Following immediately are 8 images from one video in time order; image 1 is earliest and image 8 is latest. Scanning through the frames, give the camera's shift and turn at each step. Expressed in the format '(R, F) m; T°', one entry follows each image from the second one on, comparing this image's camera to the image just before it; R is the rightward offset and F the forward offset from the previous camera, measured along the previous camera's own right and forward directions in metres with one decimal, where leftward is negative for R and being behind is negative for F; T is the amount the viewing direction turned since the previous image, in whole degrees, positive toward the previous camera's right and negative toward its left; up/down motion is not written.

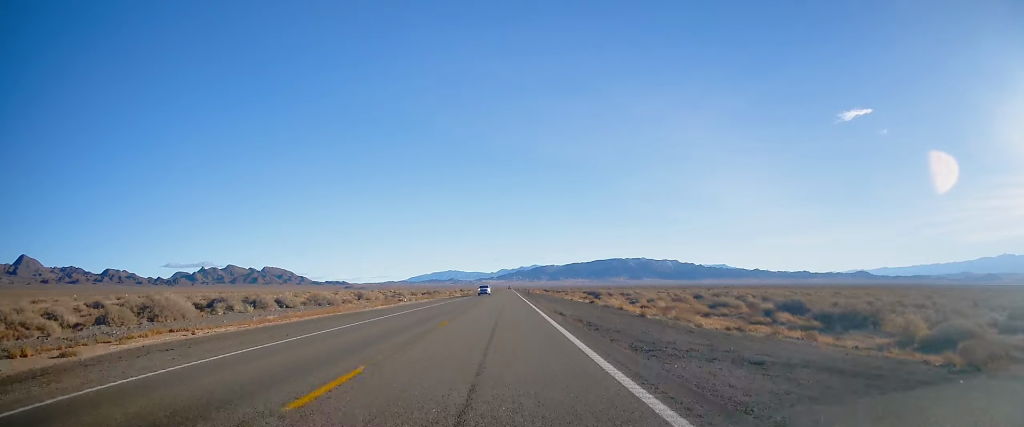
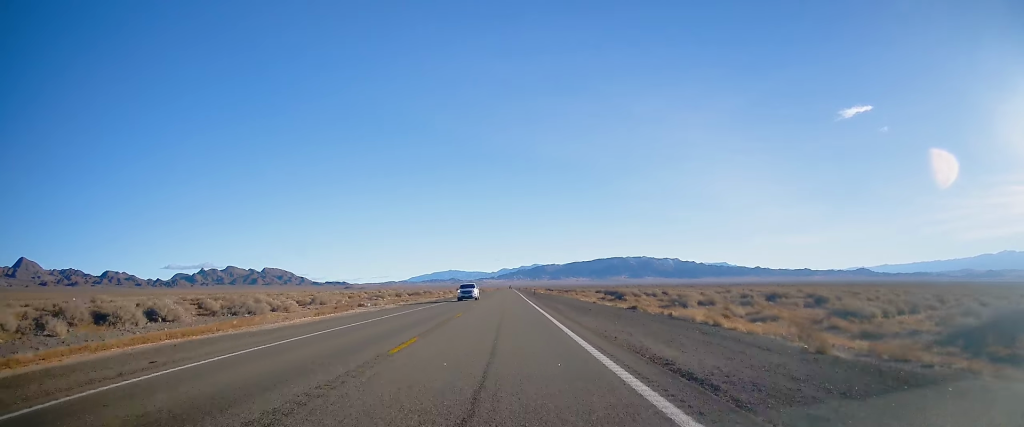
(+0.1, +19.3) m; -1°
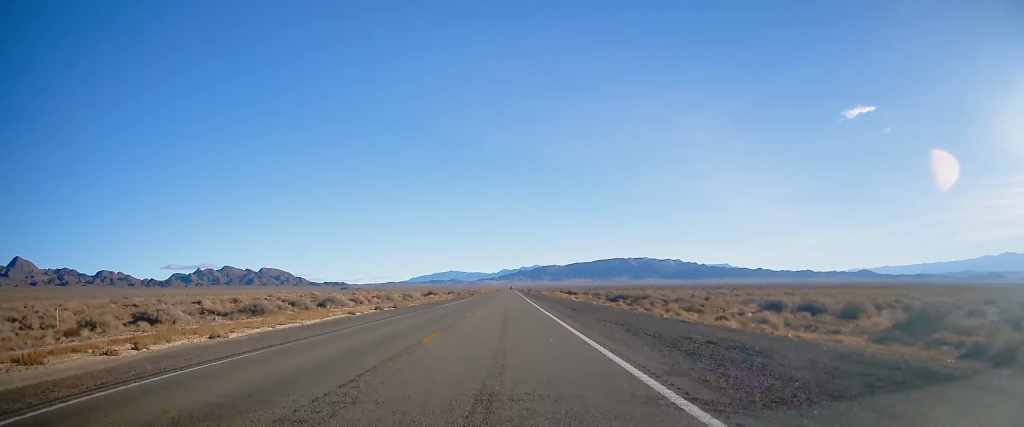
(-0.7, +83.8) m; 0°
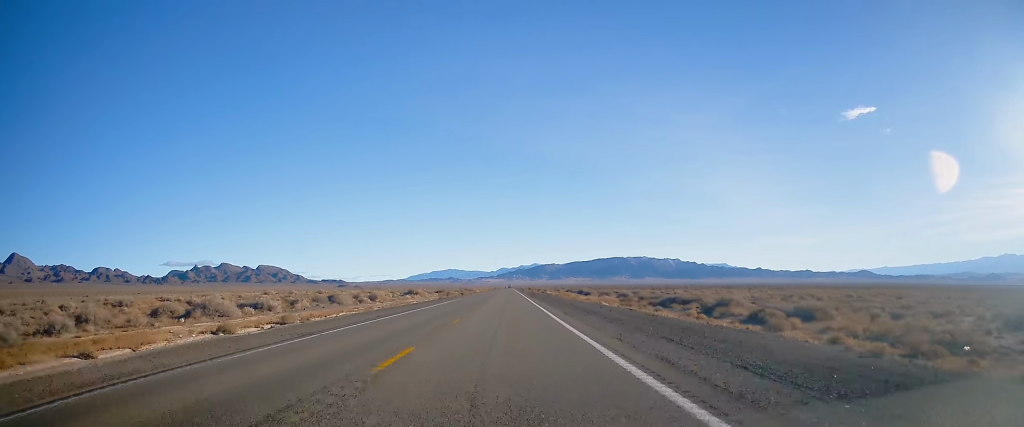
(+0.1, +29.6) m; 0°
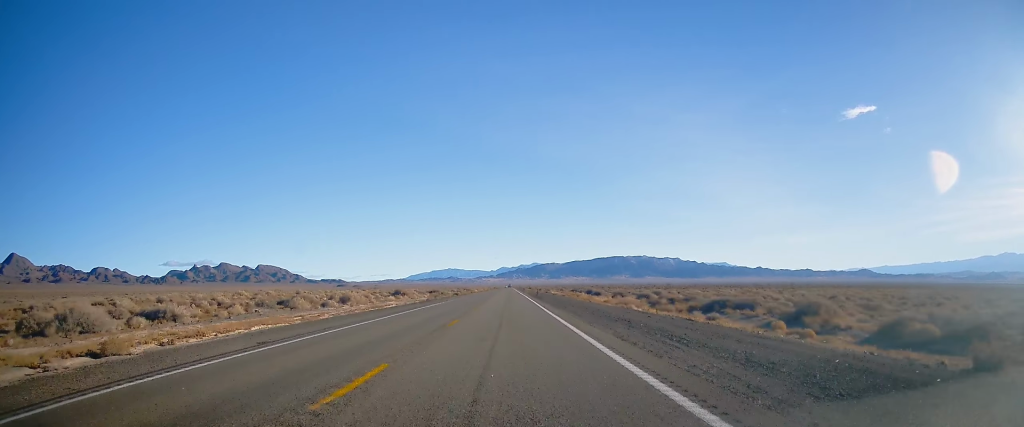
(0.0, +14.8) m; 0°
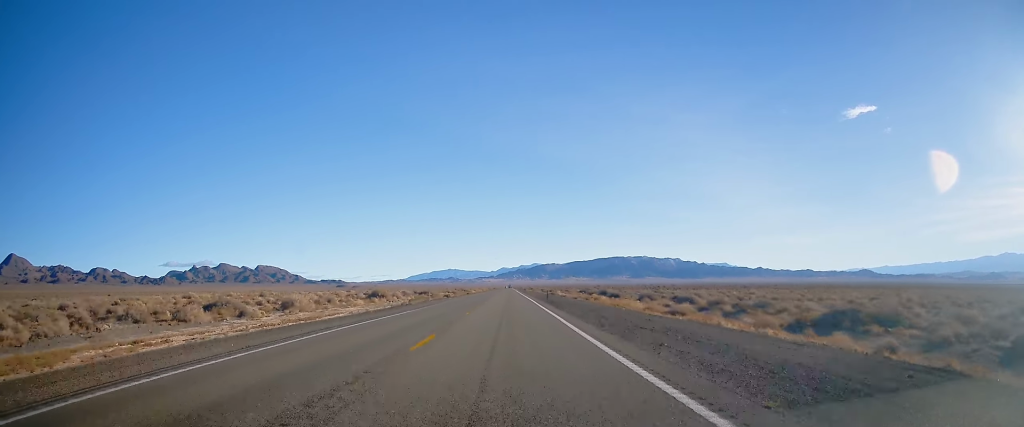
(0.0, +19.3) m; 0°
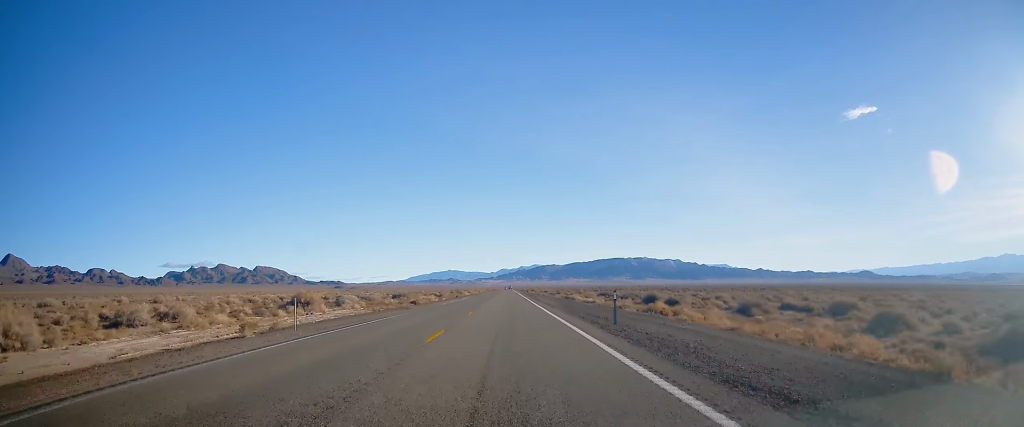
(0.0, +34.7) m; 0°
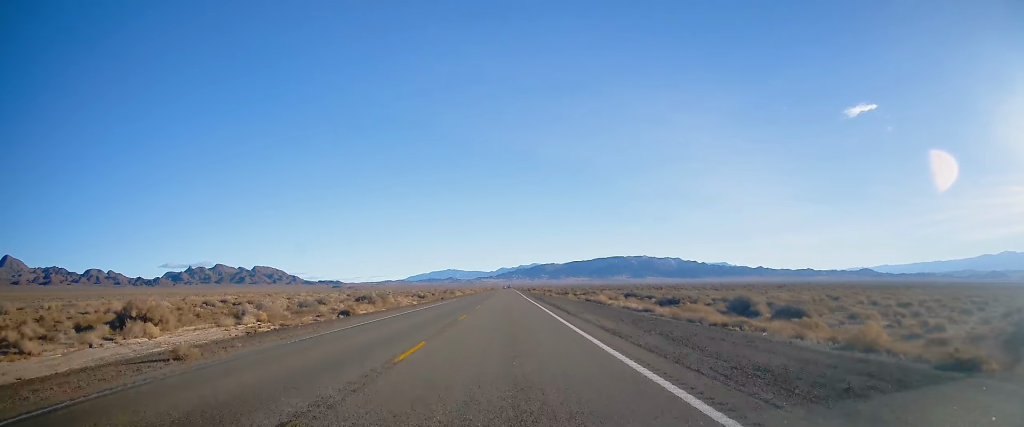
(0.0, +28.1) m; 0°
